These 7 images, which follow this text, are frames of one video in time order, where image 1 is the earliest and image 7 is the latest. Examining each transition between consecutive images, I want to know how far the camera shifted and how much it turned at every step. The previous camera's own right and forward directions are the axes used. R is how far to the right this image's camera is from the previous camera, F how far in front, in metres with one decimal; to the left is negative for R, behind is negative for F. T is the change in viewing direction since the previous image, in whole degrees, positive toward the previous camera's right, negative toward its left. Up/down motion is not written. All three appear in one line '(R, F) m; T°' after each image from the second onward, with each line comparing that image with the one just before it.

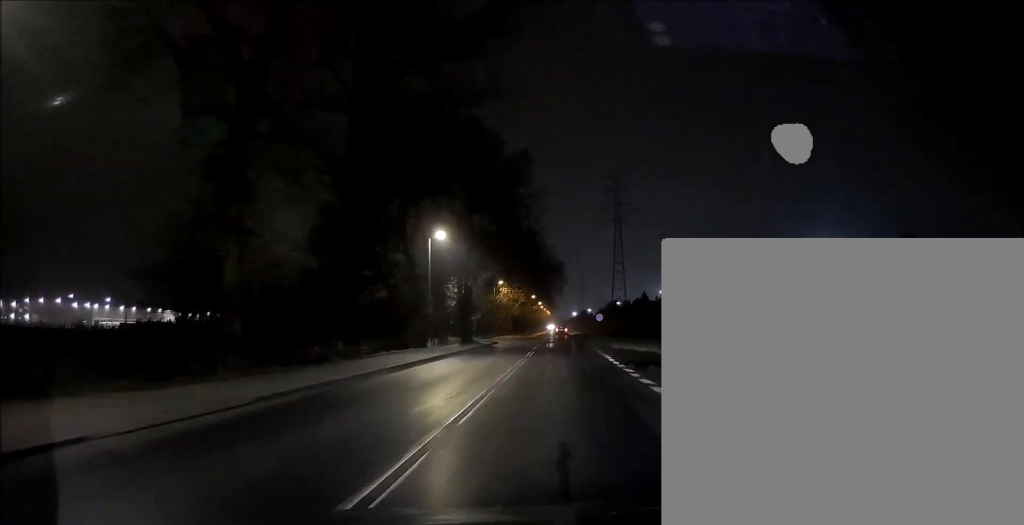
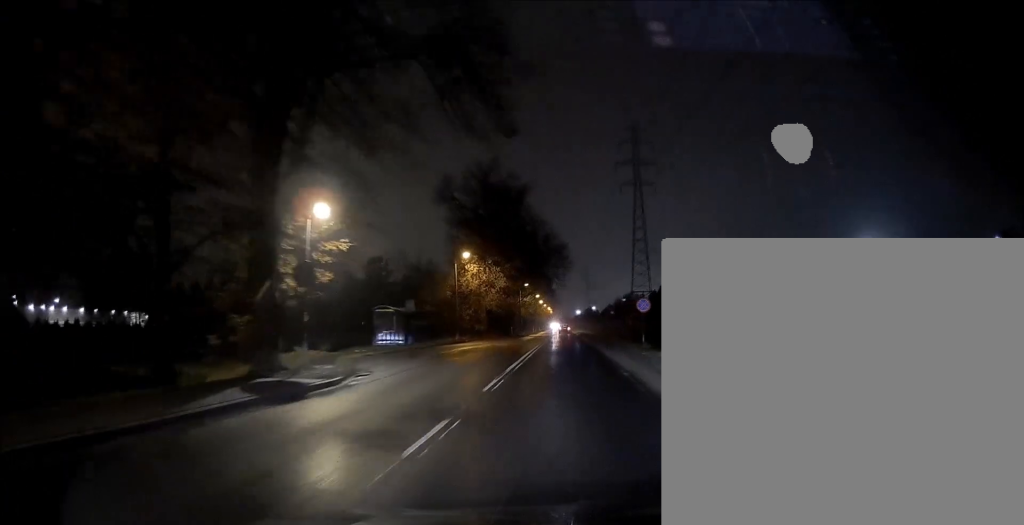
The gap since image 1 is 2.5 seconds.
(-0.4, +34.6) m; -1°
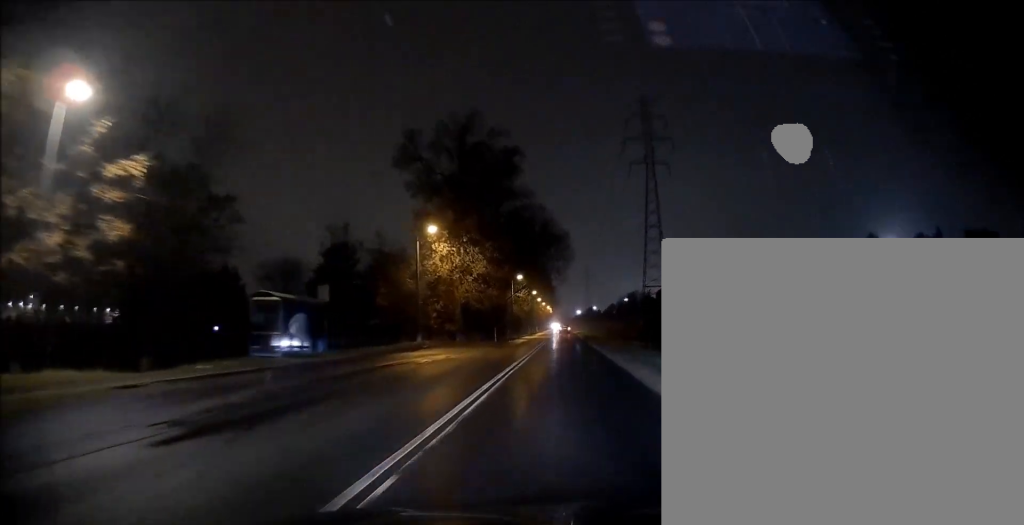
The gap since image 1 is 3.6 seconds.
(0.0, +15.5) m; 0°
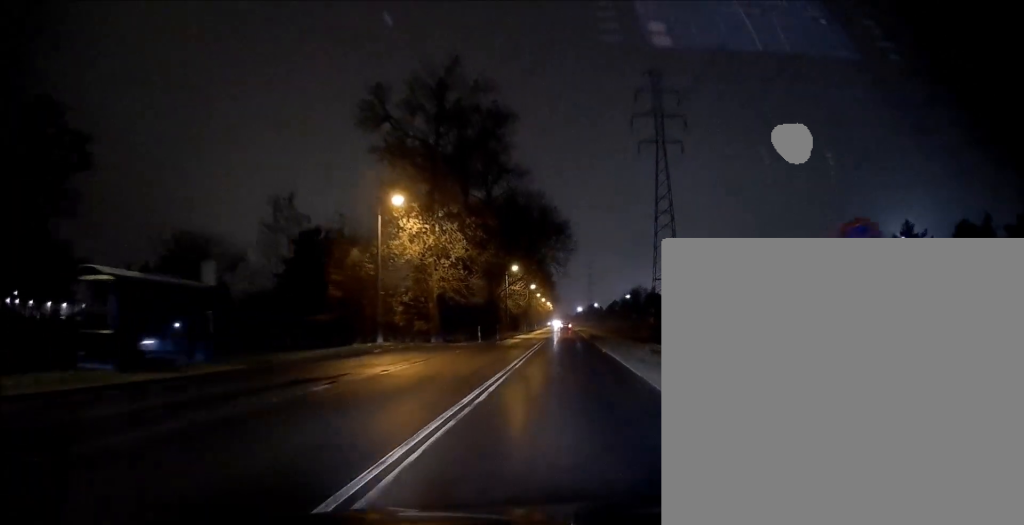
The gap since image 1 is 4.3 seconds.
(0.0, +9.4) m; 0°
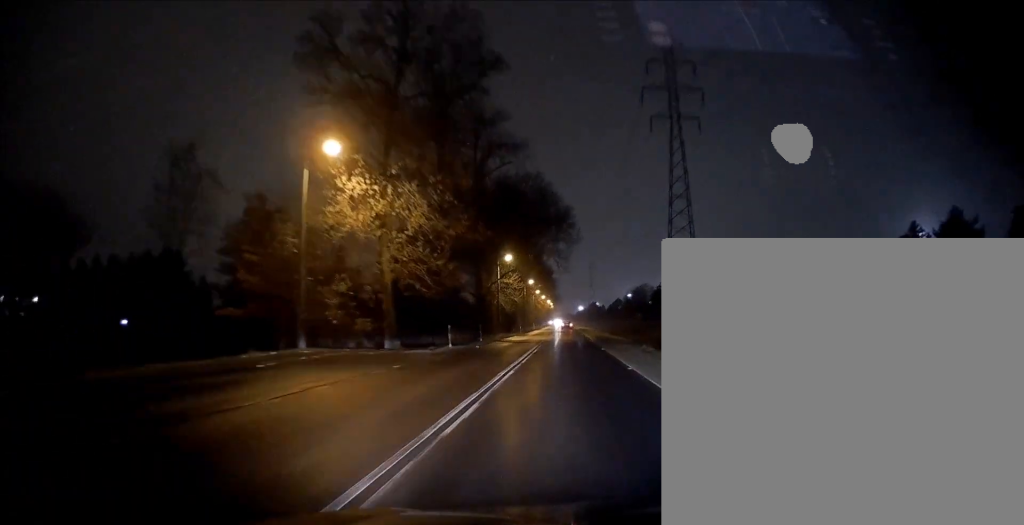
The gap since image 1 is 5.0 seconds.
(0.0, +10.4) m; 0°
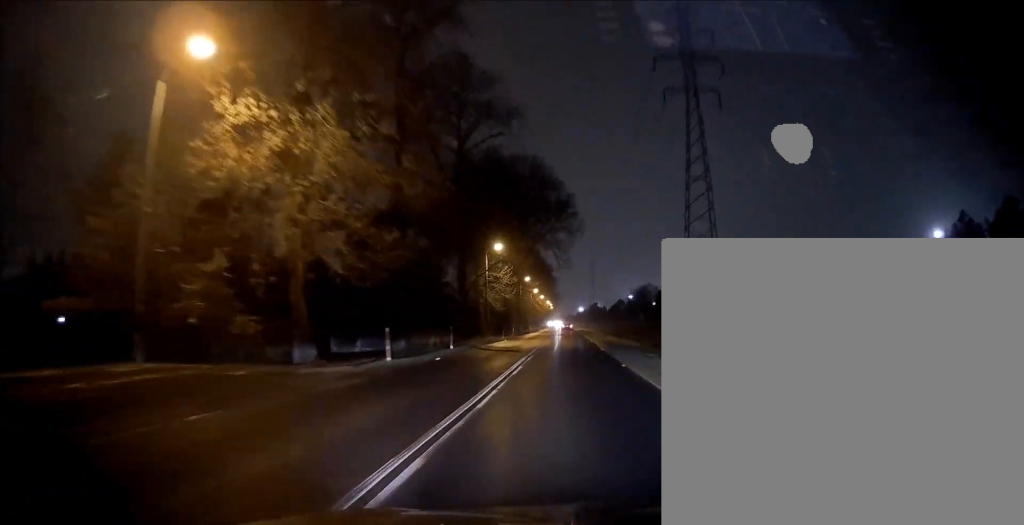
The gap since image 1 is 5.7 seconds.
(0.0, +9.9) m; 0°
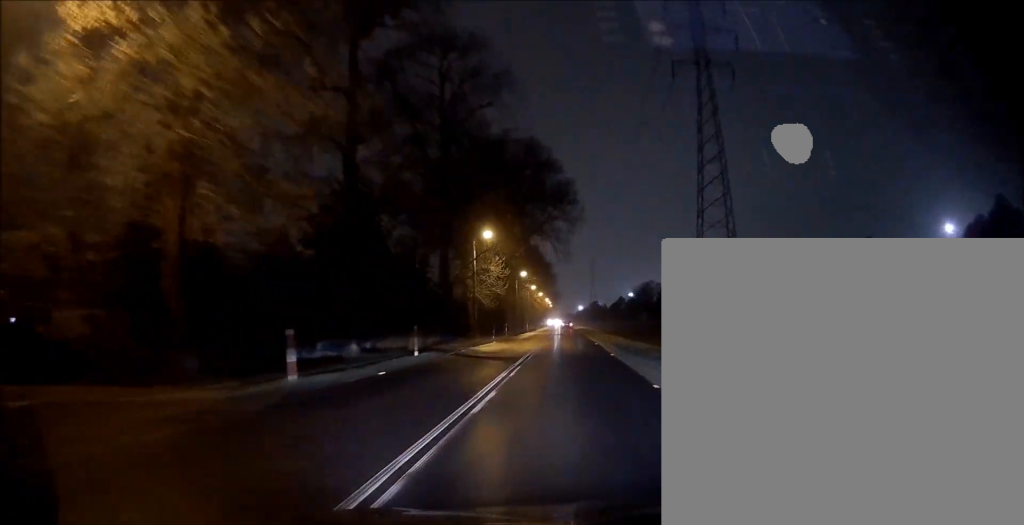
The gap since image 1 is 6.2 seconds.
(0.0, +6.6) m; 0°
